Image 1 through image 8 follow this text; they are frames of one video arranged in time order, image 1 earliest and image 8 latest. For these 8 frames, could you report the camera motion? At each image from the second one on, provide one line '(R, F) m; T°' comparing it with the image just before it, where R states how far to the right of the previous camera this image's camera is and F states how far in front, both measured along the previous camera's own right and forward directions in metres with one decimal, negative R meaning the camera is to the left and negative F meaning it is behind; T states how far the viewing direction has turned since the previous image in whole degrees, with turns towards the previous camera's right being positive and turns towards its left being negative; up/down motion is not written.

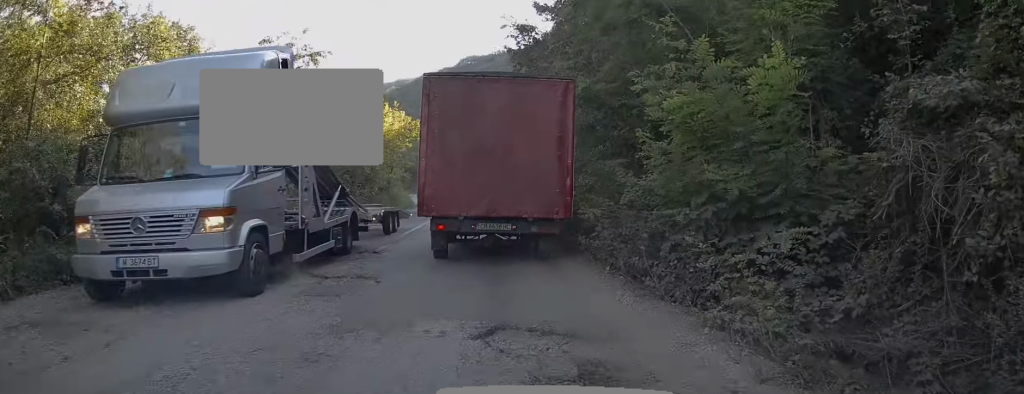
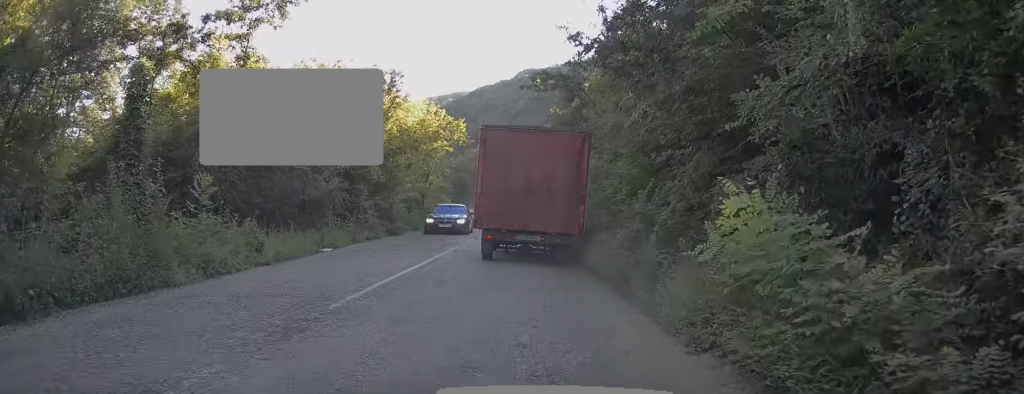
(-0.7, +9.2) m; -5°
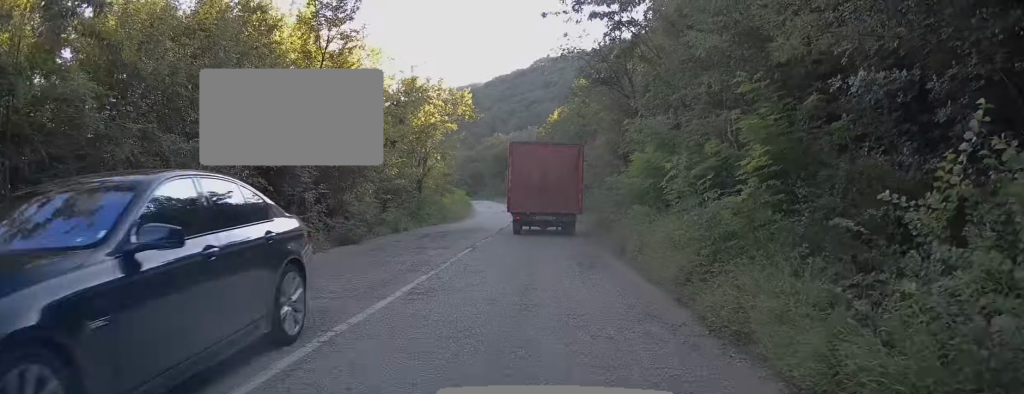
(+0.2, +8.6) m; +2°
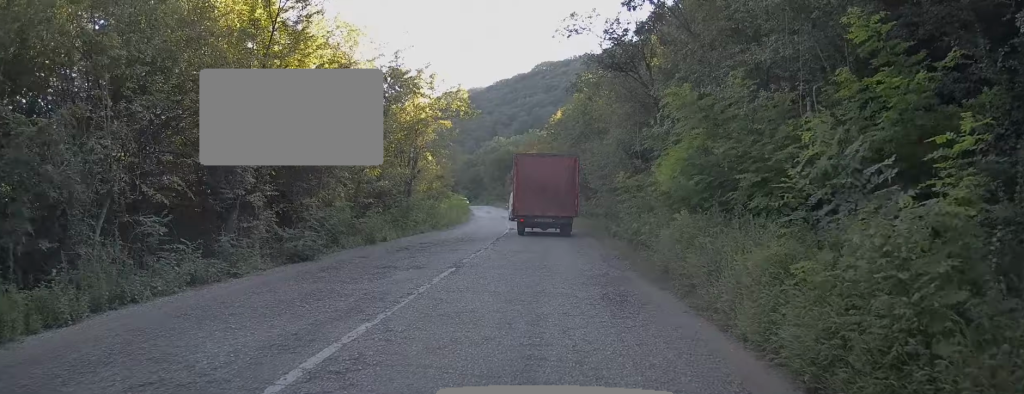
(0.0, +3.5) m; +1°
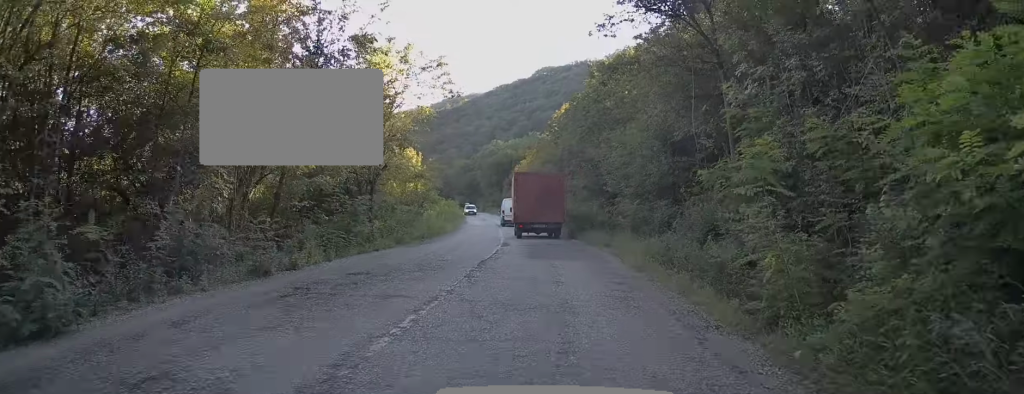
(+0.1, +7.3) m; +2°
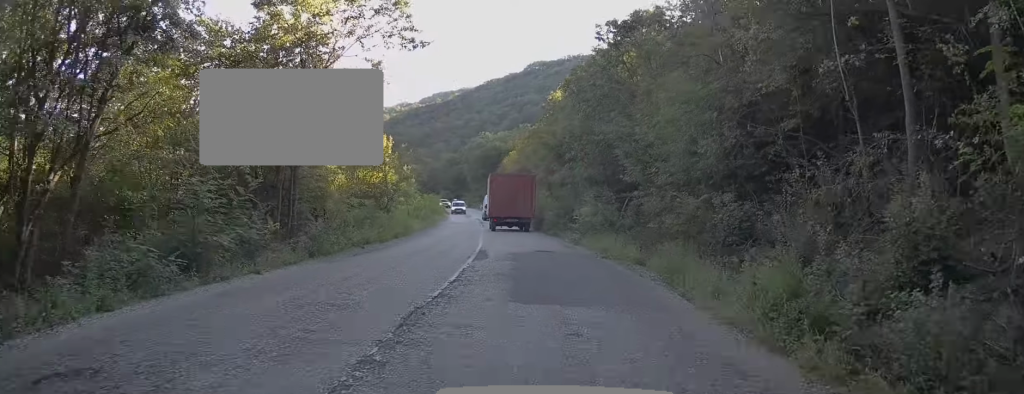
(+0.1, +7.2) m; -1°
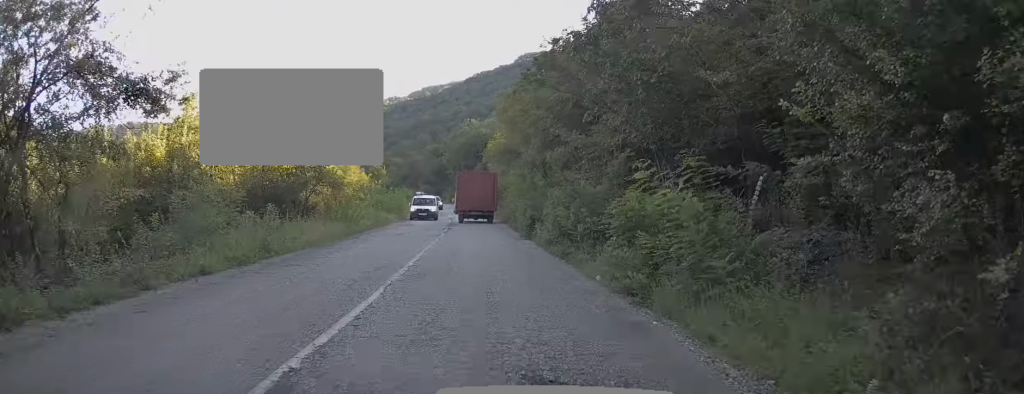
(-0.4, +13.5) m; -3°
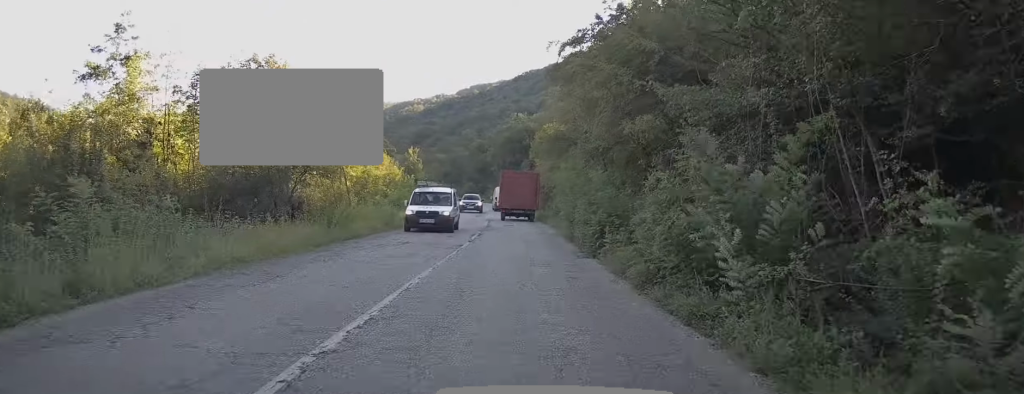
(-0.2, +7.2) m; 0°
